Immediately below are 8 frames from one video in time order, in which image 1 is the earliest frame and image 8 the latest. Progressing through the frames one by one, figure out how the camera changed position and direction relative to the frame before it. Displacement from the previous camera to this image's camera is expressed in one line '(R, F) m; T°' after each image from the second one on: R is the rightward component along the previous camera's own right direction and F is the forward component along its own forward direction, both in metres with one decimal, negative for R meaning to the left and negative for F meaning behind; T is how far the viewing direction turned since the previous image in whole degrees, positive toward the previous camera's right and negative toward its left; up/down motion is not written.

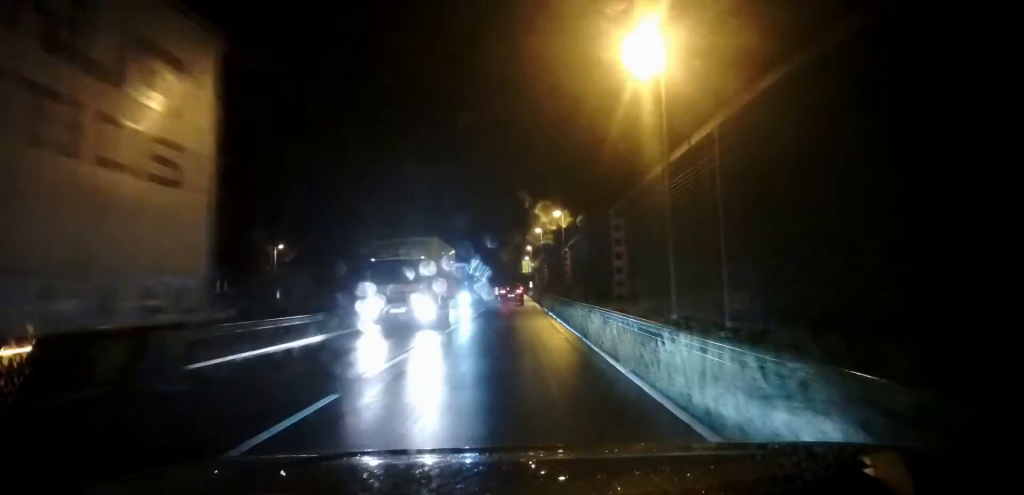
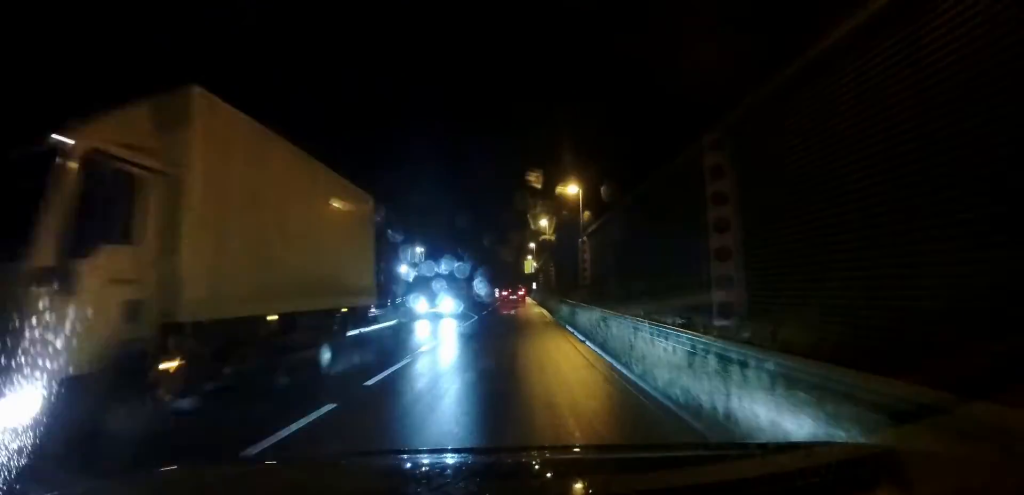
(0.0, +9.4) m; 0°
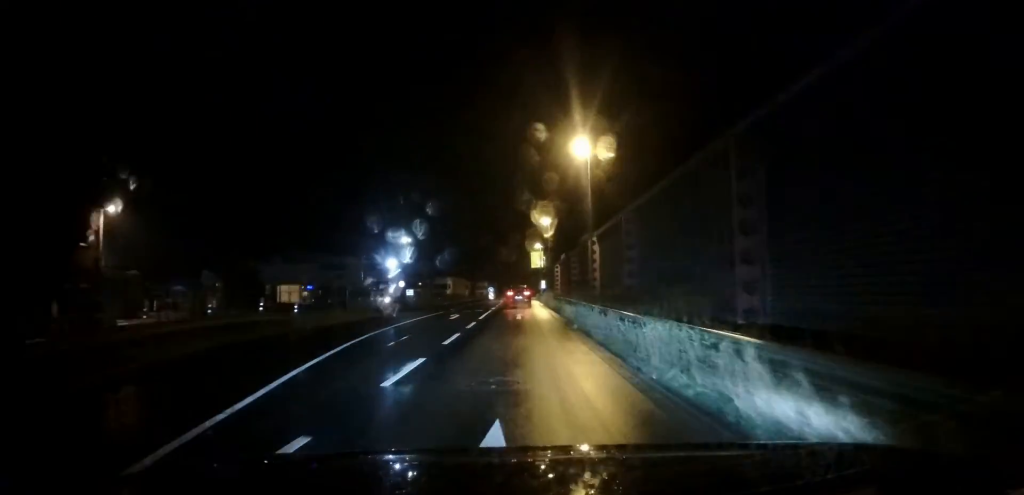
(-0.7, +31.7) m; -2°
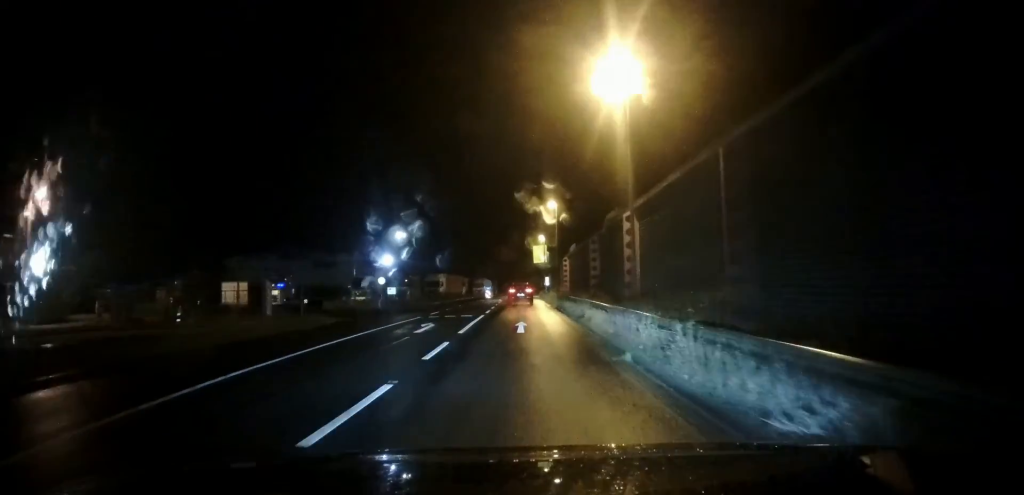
(0.0, +9.9) m; +1°
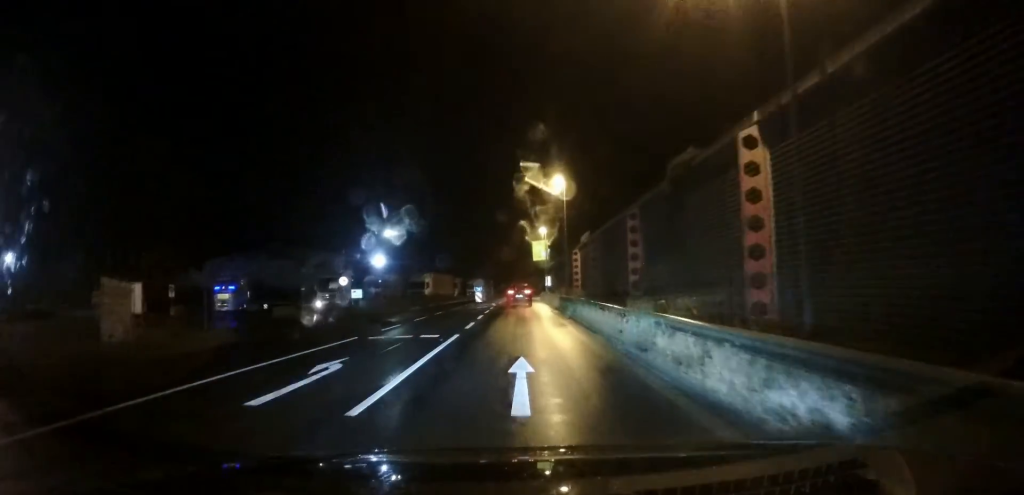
(+0.1, +11.8) m; 0°
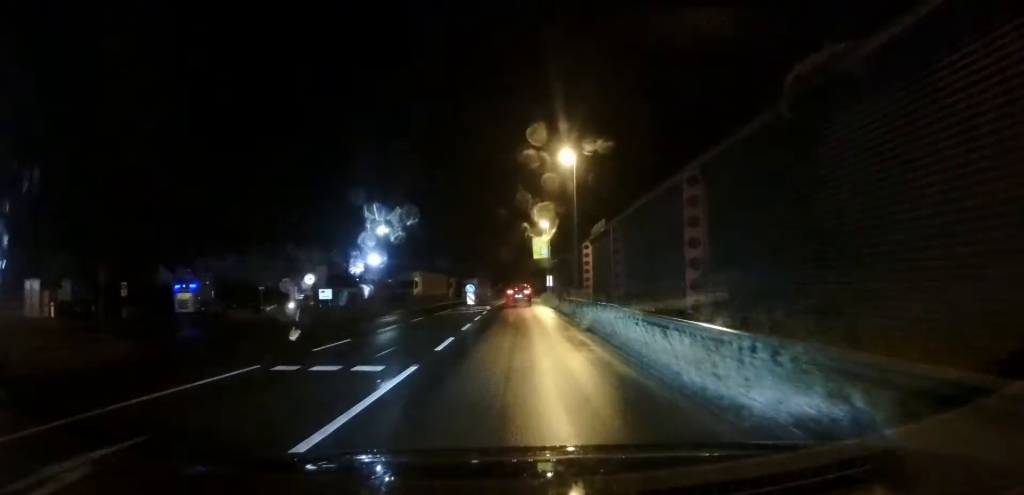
(+0.1, +7.3) m; 0°
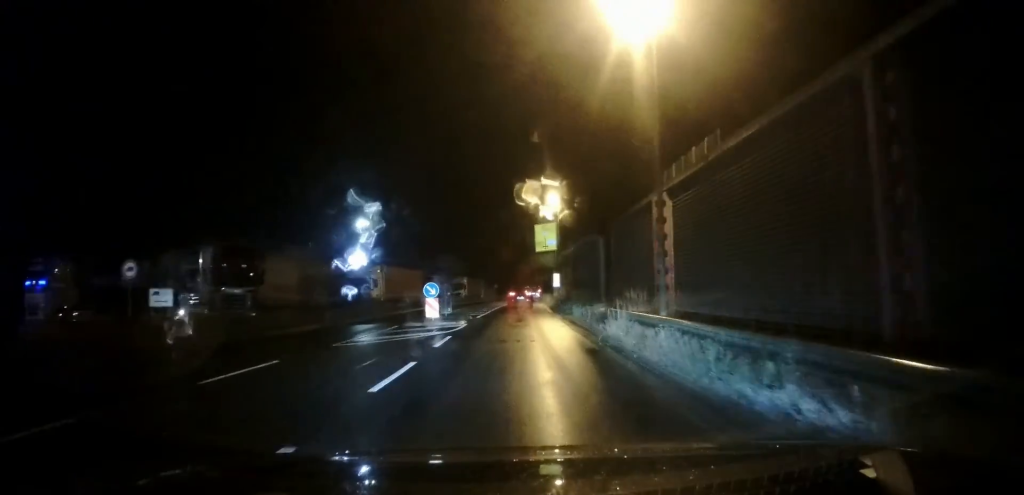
(-0.2, +19.9) m; -1°
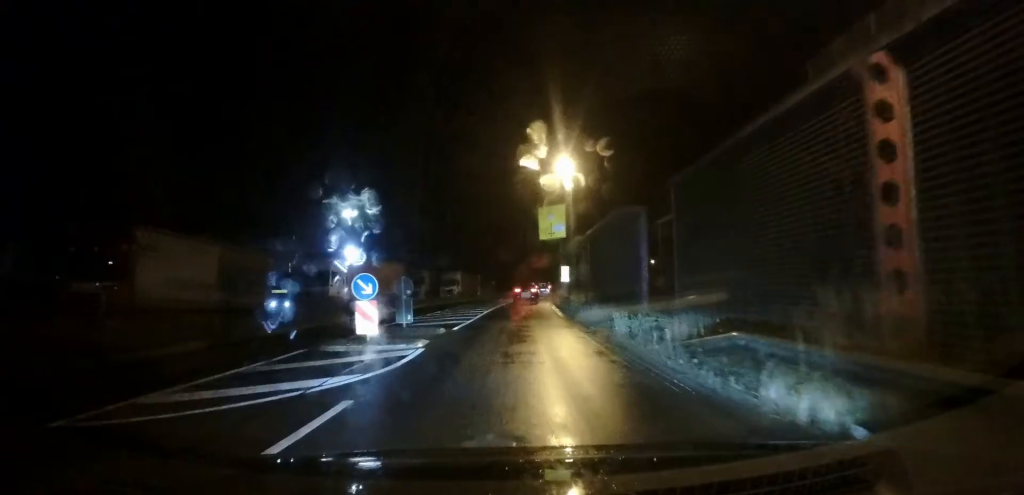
(0.0, +11.6) m; +2°
